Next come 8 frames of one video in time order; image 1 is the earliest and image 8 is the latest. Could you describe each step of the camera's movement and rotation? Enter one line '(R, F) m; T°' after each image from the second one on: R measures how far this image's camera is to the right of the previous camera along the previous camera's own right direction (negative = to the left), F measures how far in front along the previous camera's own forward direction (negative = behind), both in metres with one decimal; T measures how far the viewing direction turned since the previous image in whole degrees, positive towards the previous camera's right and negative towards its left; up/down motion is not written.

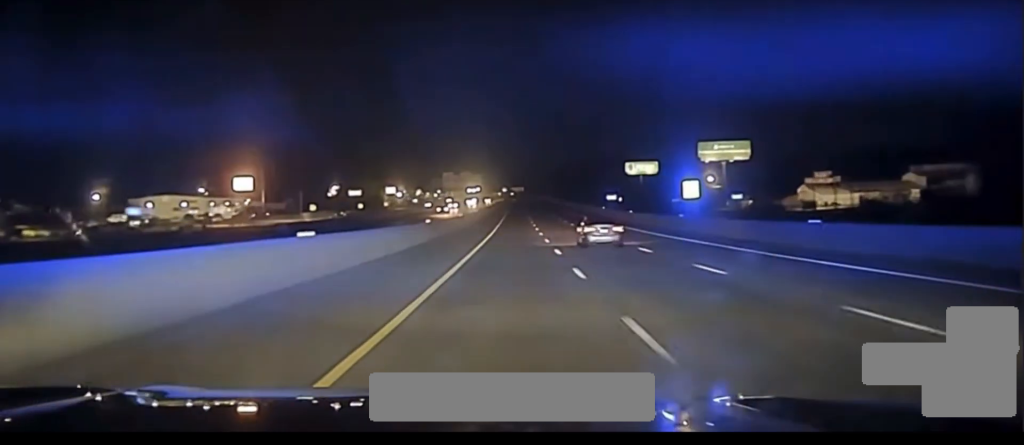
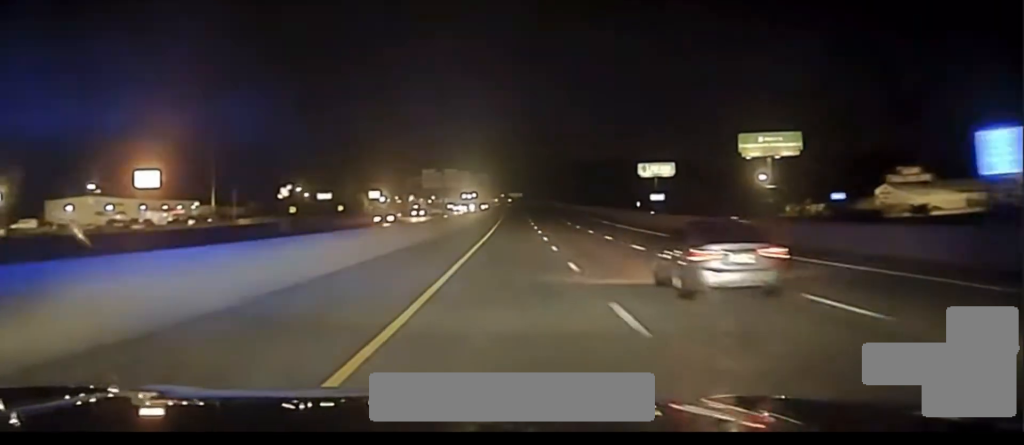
(+0.1, +48.9) m; 0°
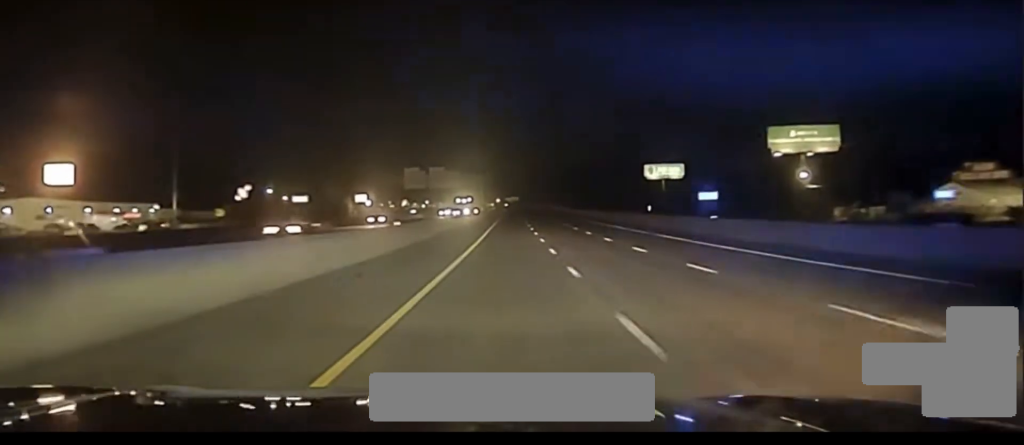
(+0.2, +26.6) m; 0°
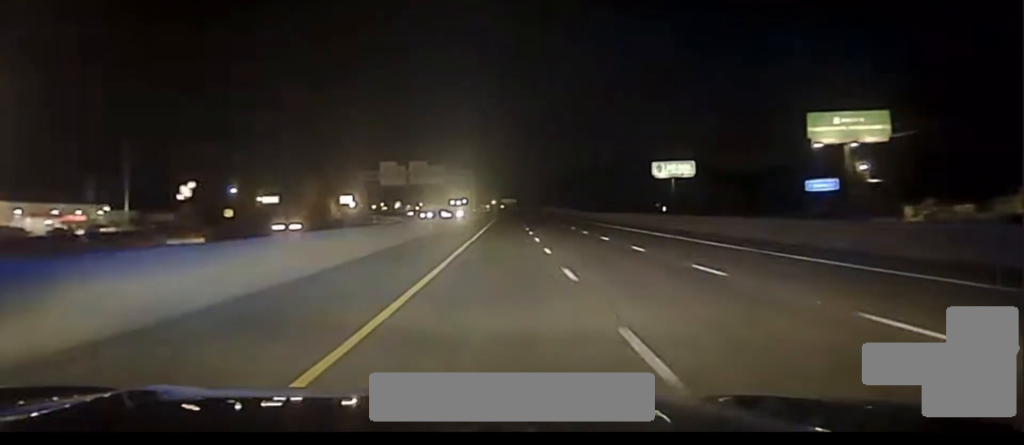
(-0.1, +25.5) m; 0°
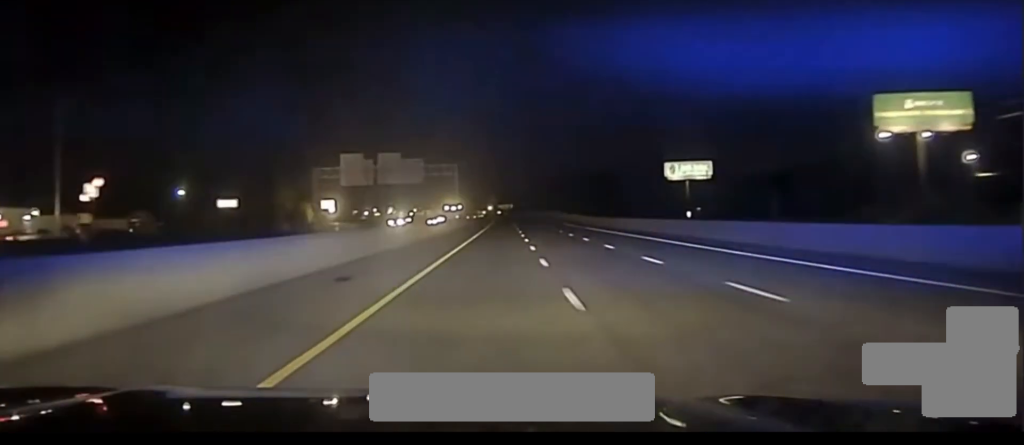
(-0.1, +28.7) m; 0°
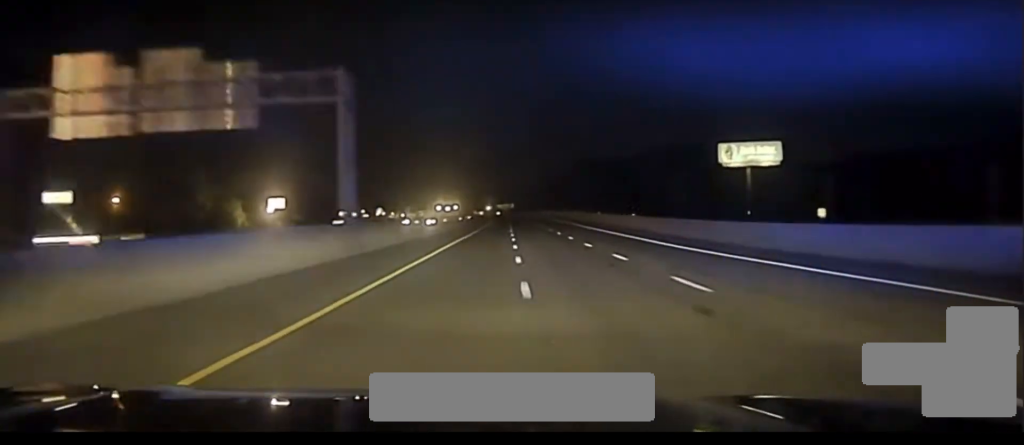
(+0.3, +63.9) m; 0°
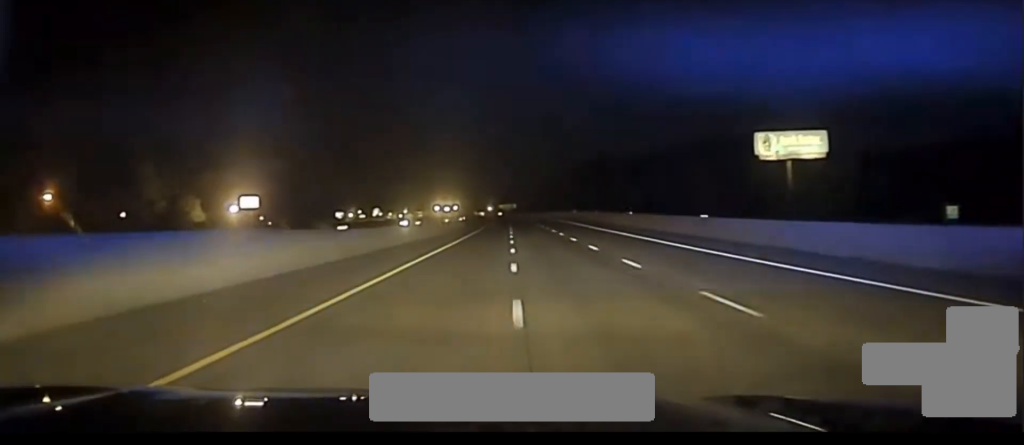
(+0.1, +25.6) m; 0°
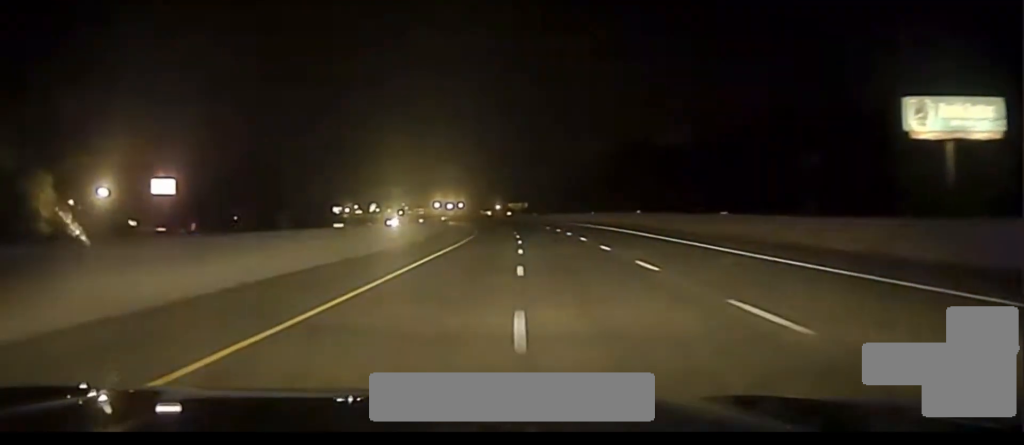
(-0.5, +64.7) m; -1°
